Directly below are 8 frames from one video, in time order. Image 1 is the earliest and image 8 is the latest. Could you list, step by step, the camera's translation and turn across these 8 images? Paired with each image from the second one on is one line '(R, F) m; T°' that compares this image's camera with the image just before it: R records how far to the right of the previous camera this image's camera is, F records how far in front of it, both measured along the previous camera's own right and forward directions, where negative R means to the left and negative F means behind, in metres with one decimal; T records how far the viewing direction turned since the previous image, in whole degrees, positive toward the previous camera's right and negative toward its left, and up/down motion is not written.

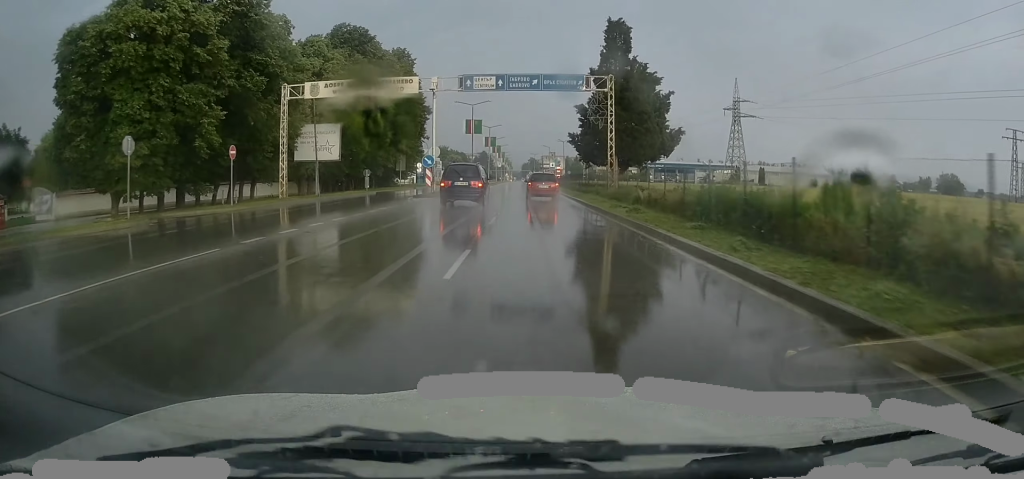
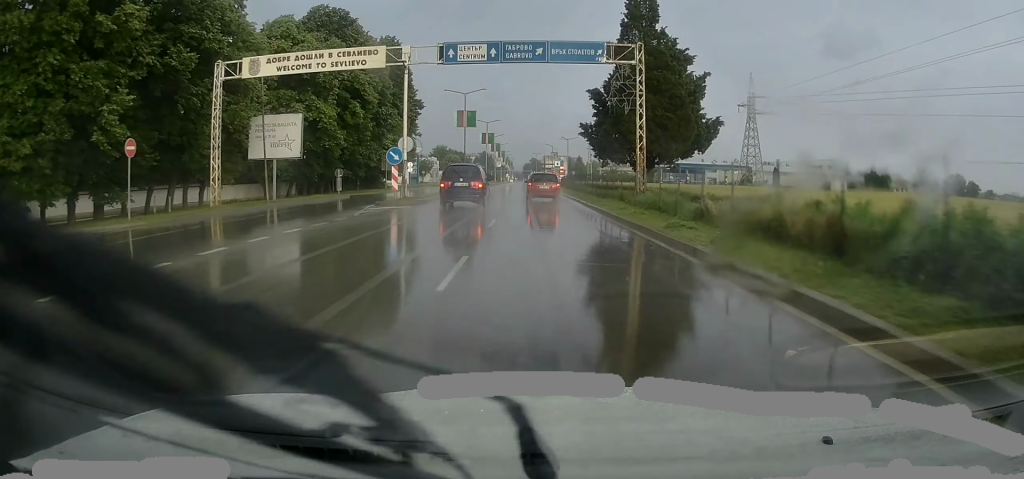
(0.0, +9.5) m; 0°
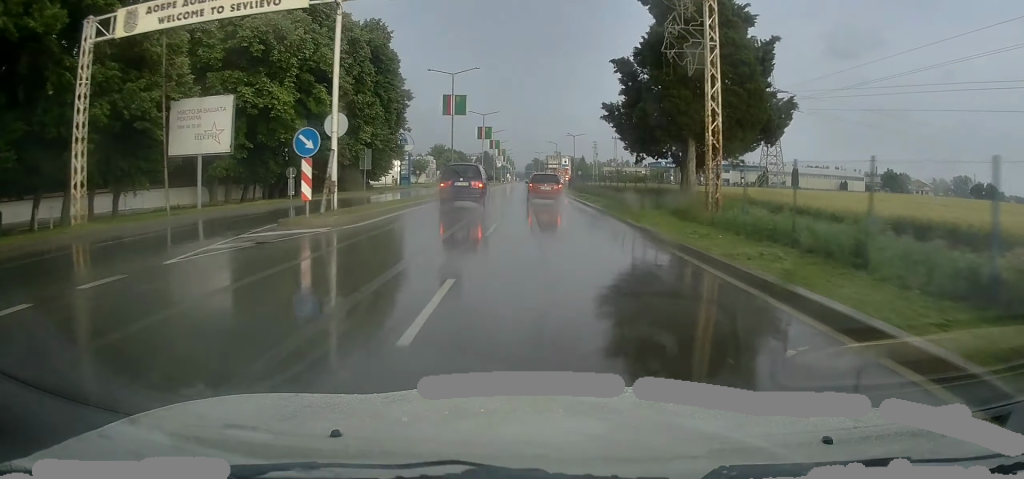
(0.0, +11.1) m; 0°
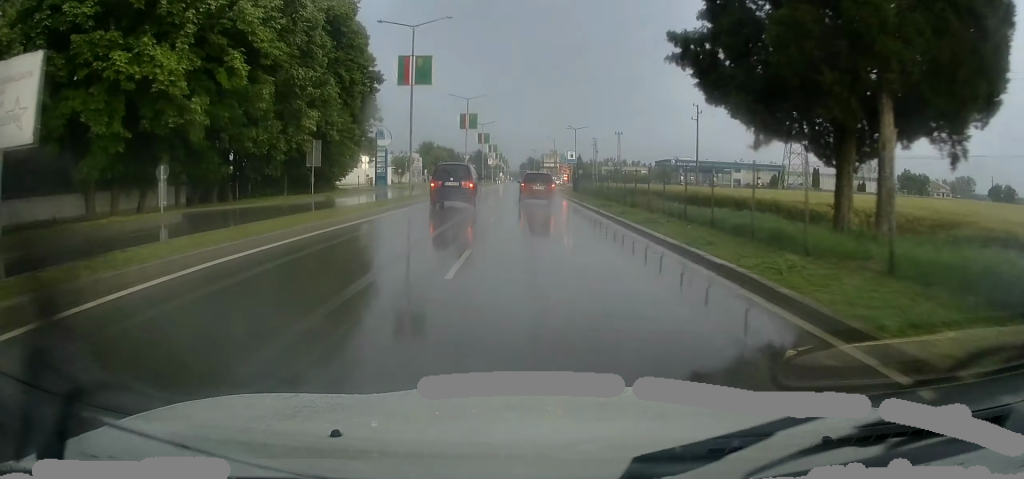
(+0.1, +14.7) m; +1°
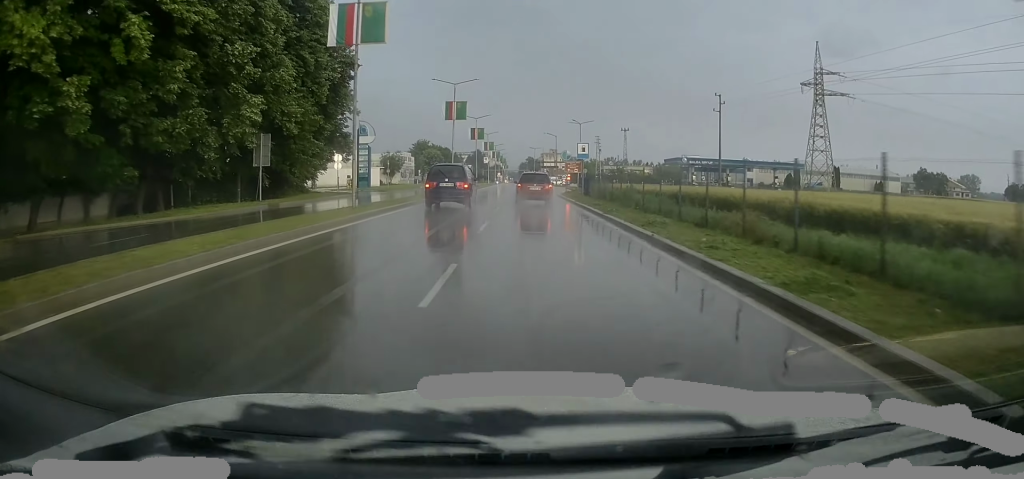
(+0.1, +10.2) m; 0°
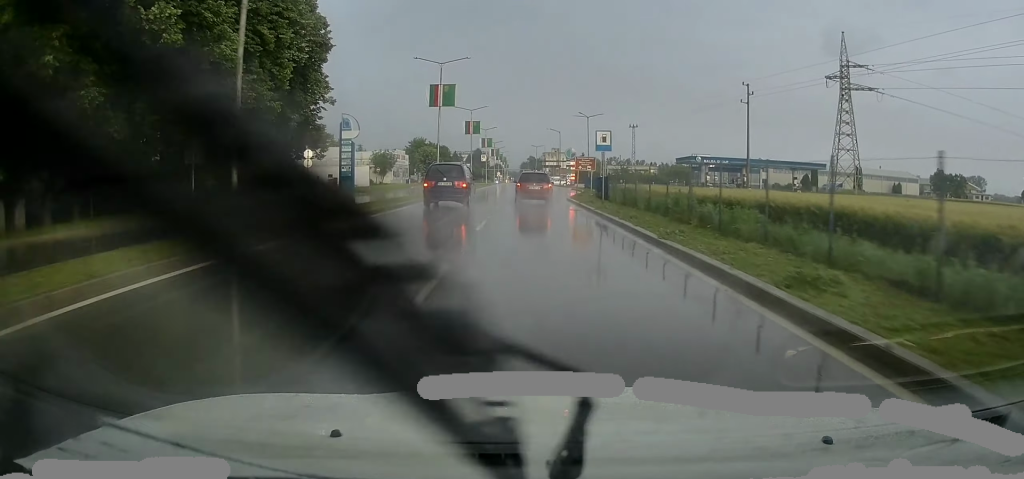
(0.0, +9.0) m; 0°
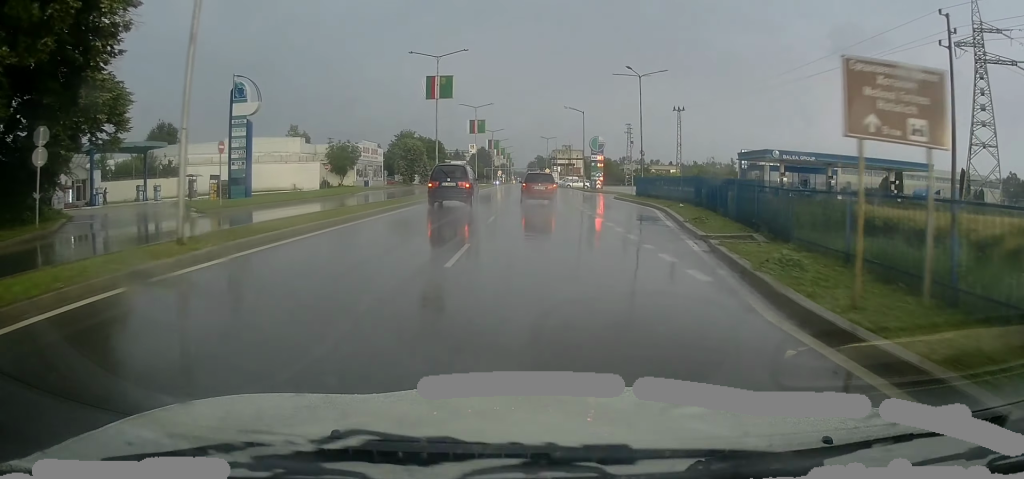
(-0.6, +32.3) m; -1°
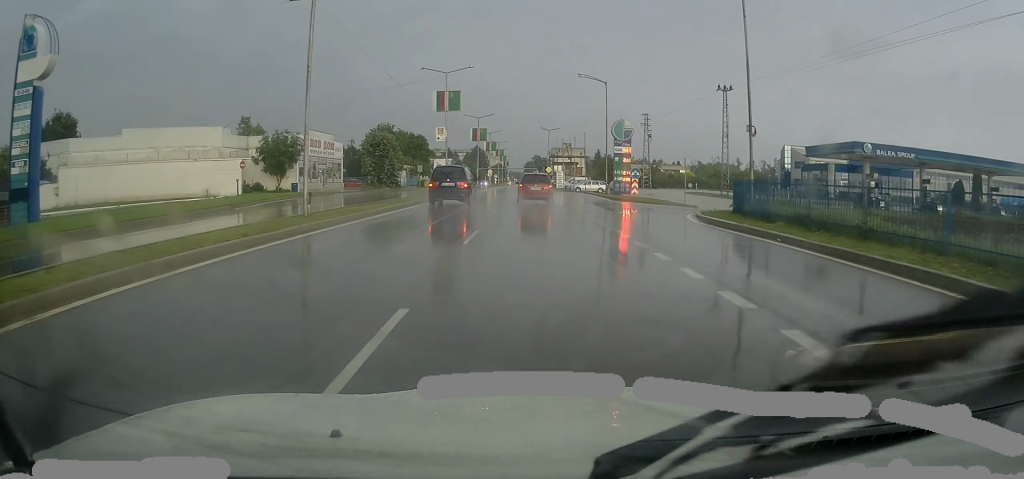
(+0.1, +23.4) m; +1°
